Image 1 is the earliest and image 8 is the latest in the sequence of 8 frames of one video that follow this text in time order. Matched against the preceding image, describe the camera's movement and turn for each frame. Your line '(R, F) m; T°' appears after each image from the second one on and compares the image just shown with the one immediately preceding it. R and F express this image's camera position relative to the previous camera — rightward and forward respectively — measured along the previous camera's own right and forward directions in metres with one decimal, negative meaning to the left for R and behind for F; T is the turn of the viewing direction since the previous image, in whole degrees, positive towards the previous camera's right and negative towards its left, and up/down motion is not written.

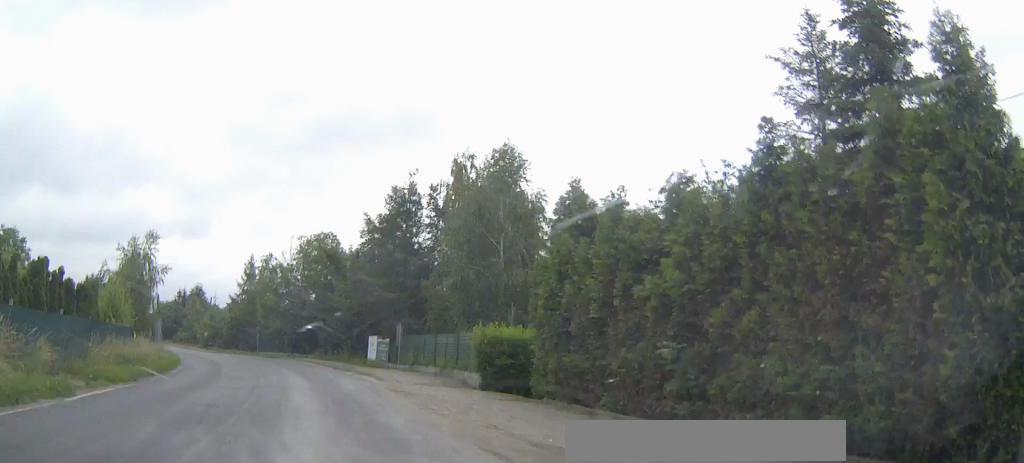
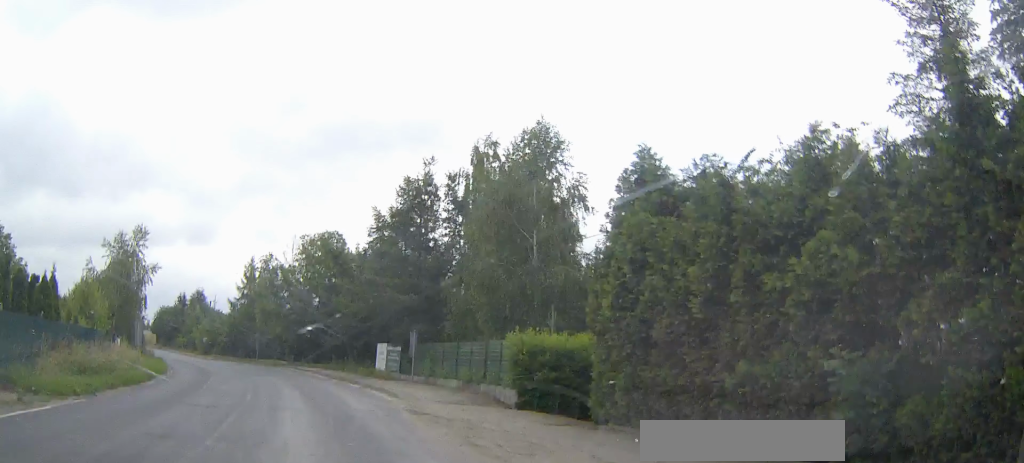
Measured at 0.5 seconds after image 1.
(0.0, +3.9) m; 0°
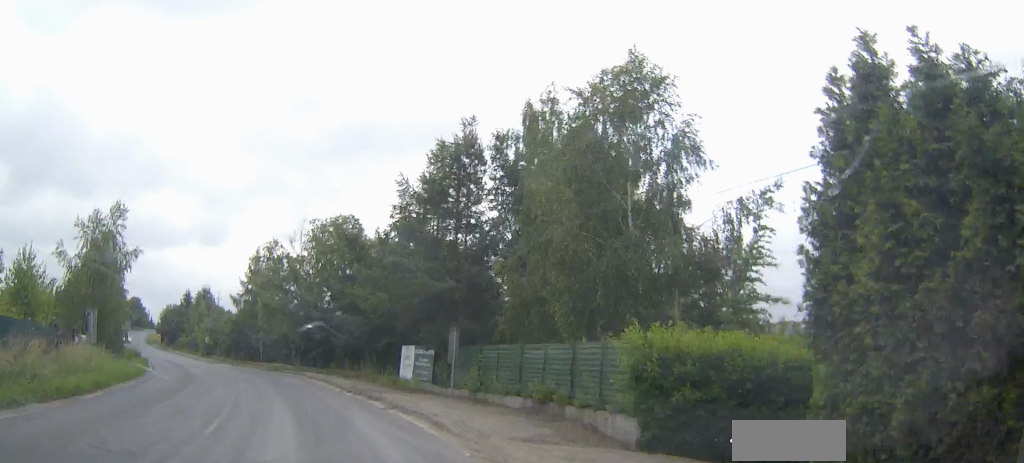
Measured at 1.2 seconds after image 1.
(0.0, +6.7) m; -1°
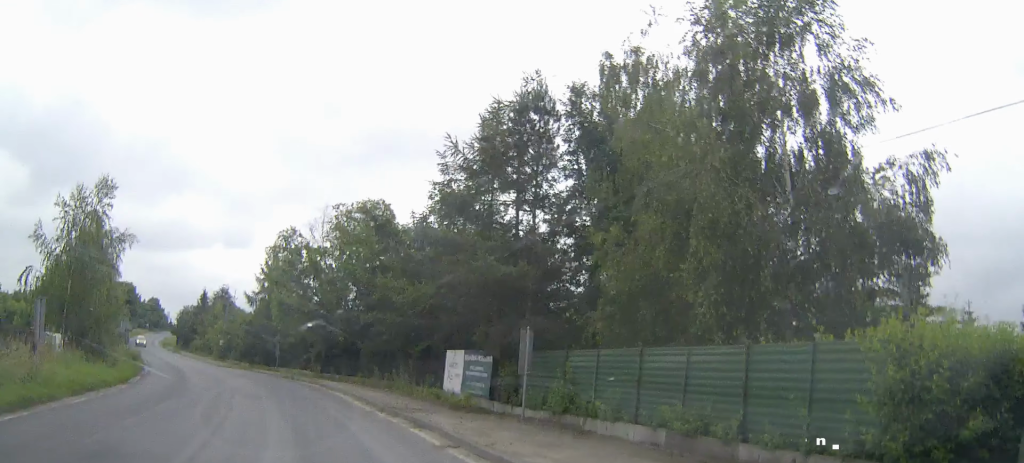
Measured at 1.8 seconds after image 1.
(0.0, +5.5) m; -1°
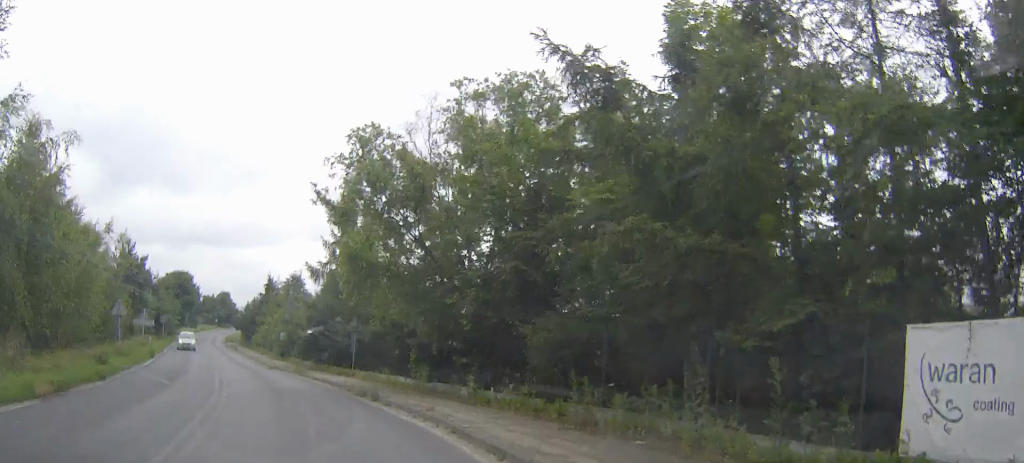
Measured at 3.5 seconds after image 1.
(-0.6, +16.7) m; -5°
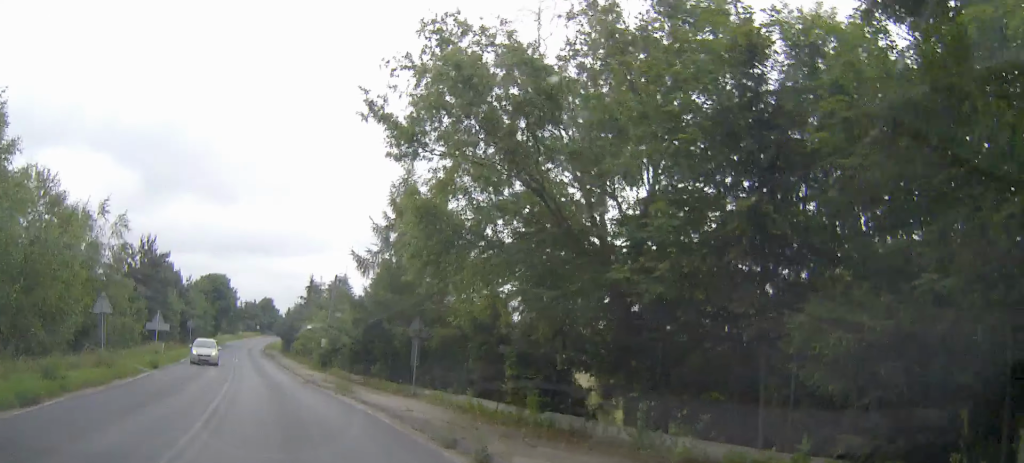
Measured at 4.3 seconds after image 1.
(-0.2, +8.2) m; -3°
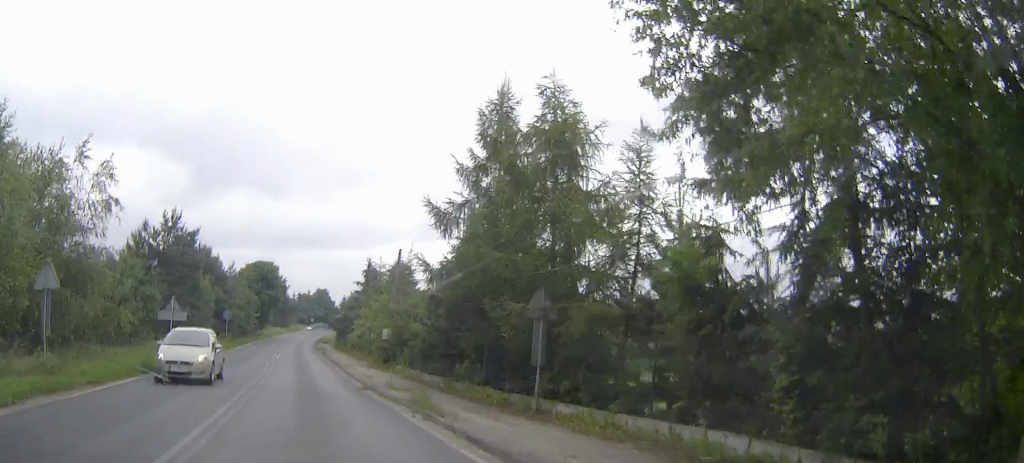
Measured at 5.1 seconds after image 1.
(-0.3, +9.3) m; -4°
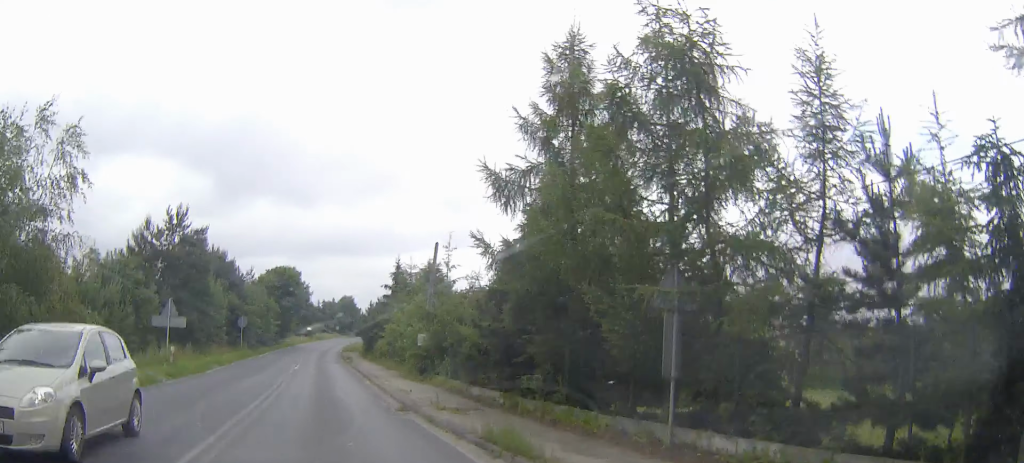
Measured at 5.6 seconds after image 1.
(0.0, +5.0) m; -2°
